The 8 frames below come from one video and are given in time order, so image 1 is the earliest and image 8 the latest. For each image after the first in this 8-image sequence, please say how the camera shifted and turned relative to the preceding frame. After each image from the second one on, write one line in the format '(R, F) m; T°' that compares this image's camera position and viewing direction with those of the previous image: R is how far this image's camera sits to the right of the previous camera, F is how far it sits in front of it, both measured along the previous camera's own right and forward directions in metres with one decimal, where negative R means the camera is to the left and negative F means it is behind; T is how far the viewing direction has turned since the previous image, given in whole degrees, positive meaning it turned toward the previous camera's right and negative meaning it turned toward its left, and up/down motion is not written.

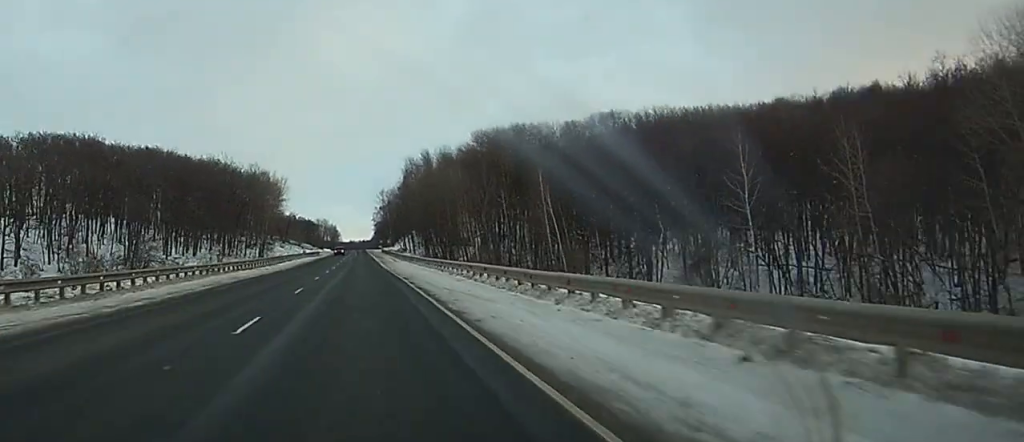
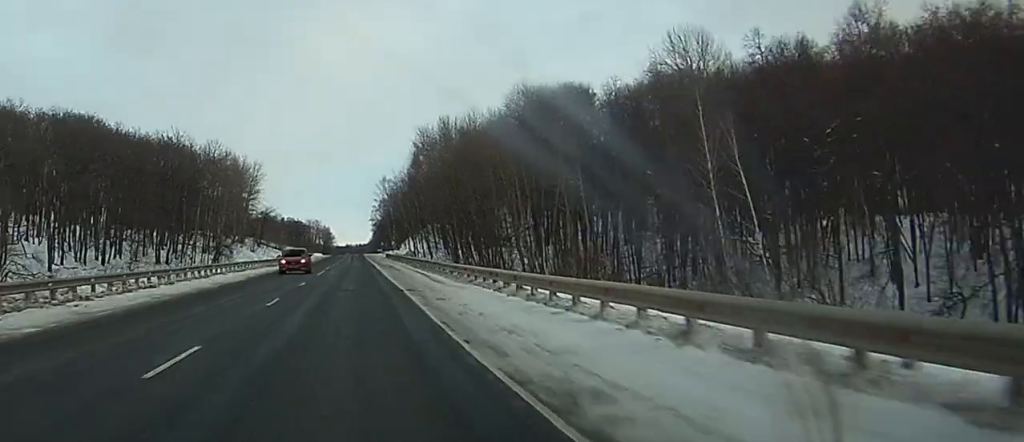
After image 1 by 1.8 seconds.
(+1.6, +50.9) m; +1°
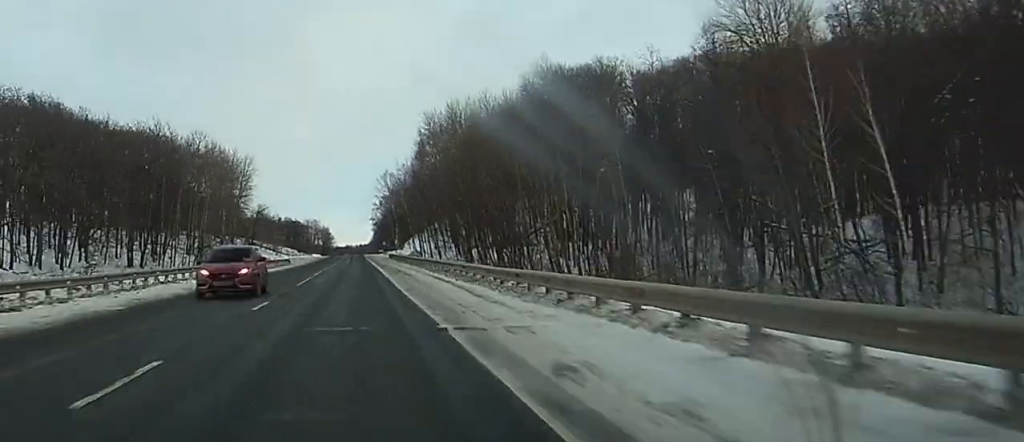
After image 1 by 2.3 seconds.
(+0.4, +13.9) m; -1°
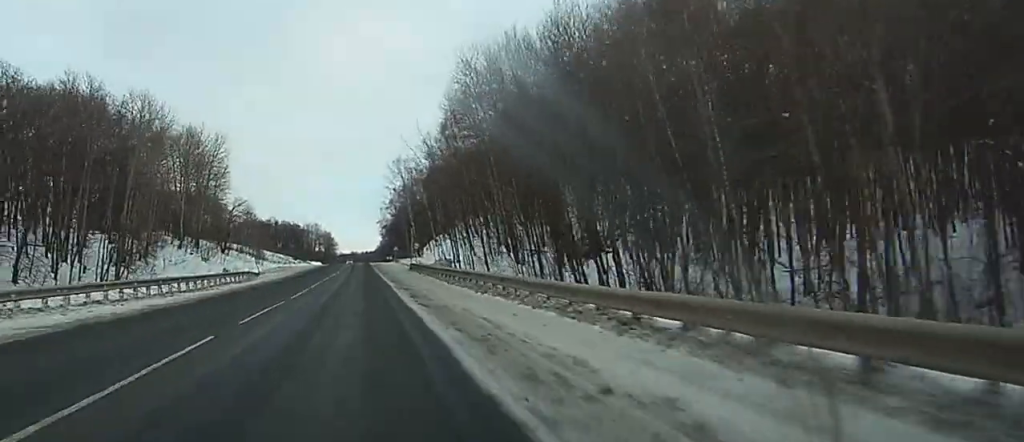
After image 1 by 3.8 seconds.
(-1.8, +40.5) m; -1°
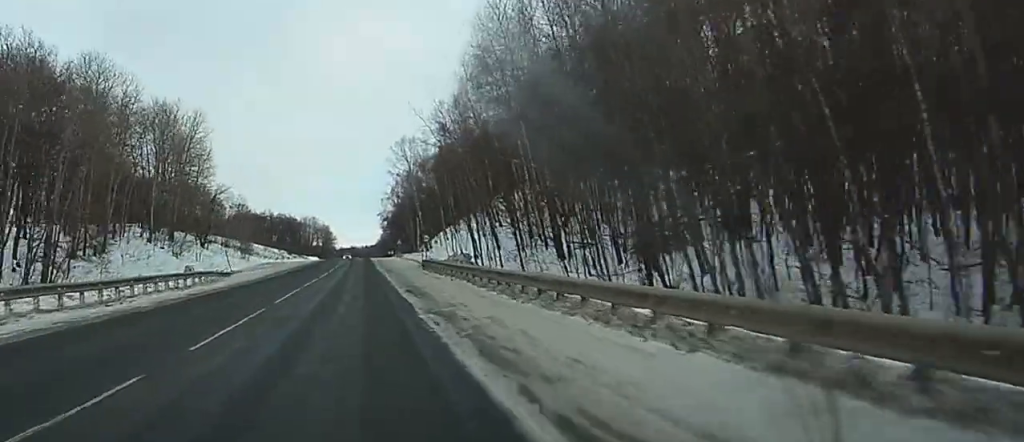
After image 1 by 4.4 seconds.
(+0.3, +17.0) m; +1°
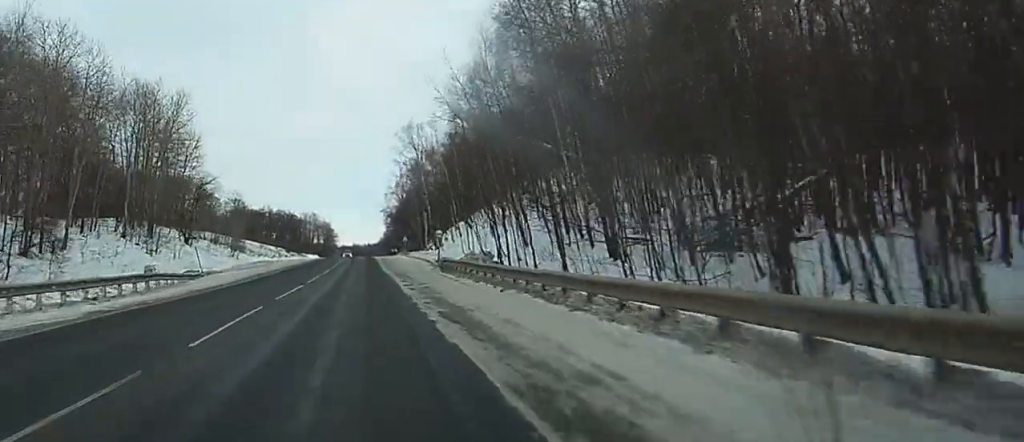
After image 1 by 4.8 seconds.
(0.0, +12.2) m; 0°
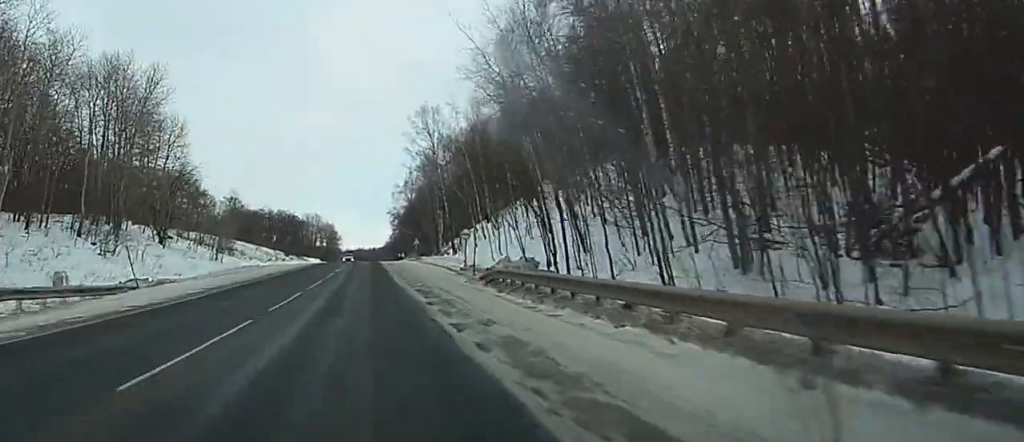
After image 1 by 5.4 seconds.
(0.0, +15.9) m; 0°
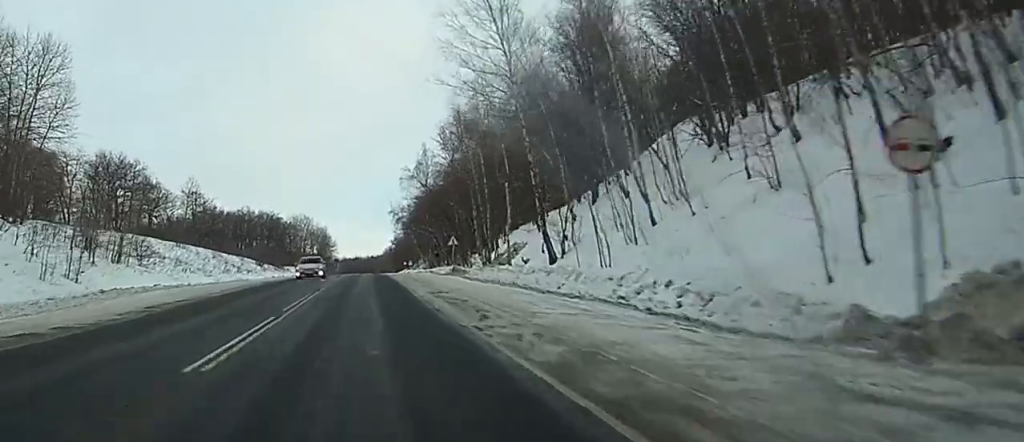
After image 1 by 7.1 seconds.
(-0.2, +47.4) m; 0°
